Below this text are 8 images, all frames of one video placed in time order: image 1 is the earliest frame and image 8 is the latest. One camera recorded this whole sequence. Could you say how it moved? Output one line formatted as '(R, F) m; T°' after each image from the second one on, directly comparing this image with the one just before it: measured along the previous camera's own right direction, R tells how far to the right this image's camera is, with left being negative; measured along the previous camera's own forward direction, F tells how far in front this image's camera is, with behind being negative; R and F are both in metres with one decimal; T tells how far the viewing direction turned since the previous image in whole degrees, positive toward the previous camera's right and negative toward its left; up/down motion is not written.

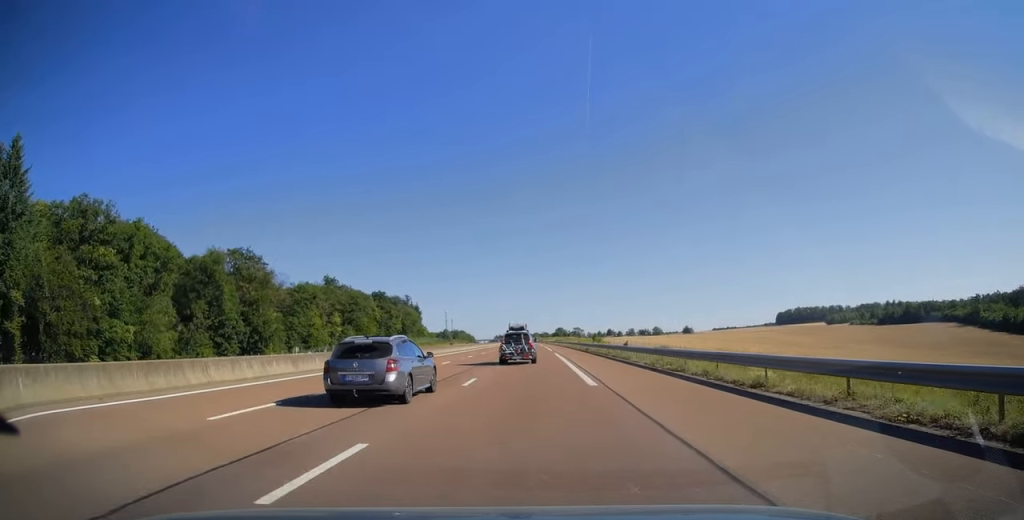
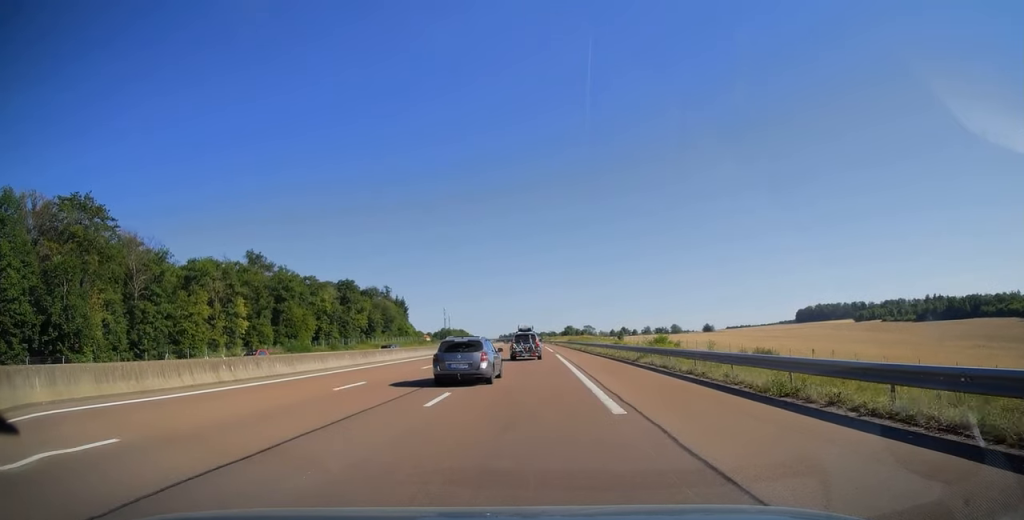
(-0.4, +57.7) m; -1°
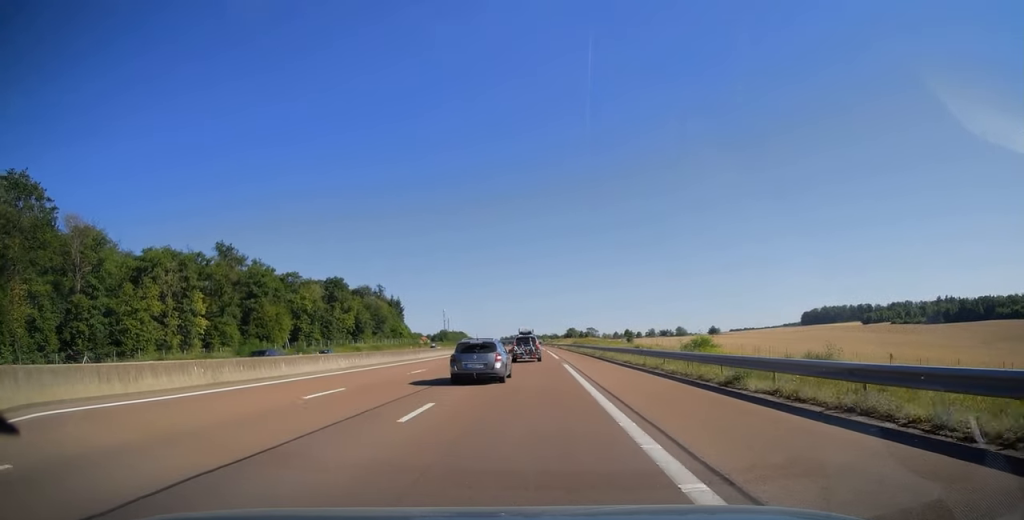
(0.0, +15.2) m; 0°
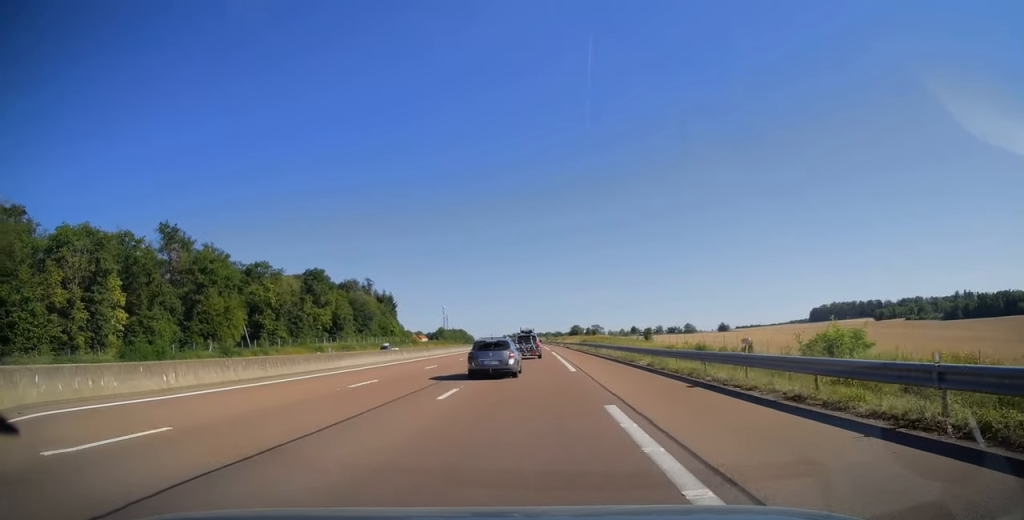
(0.0, +22.2) m; 0°
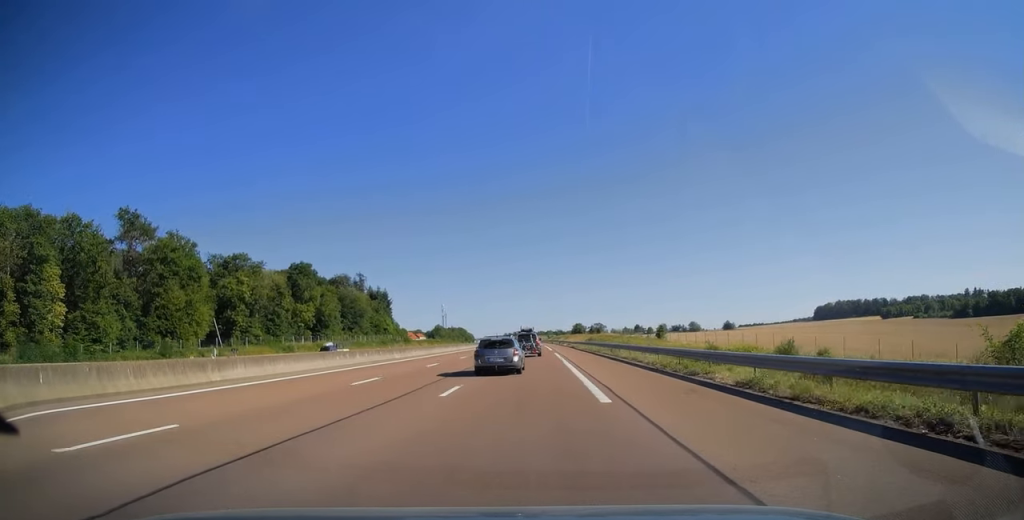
(0.0, +12.7) m; 0°
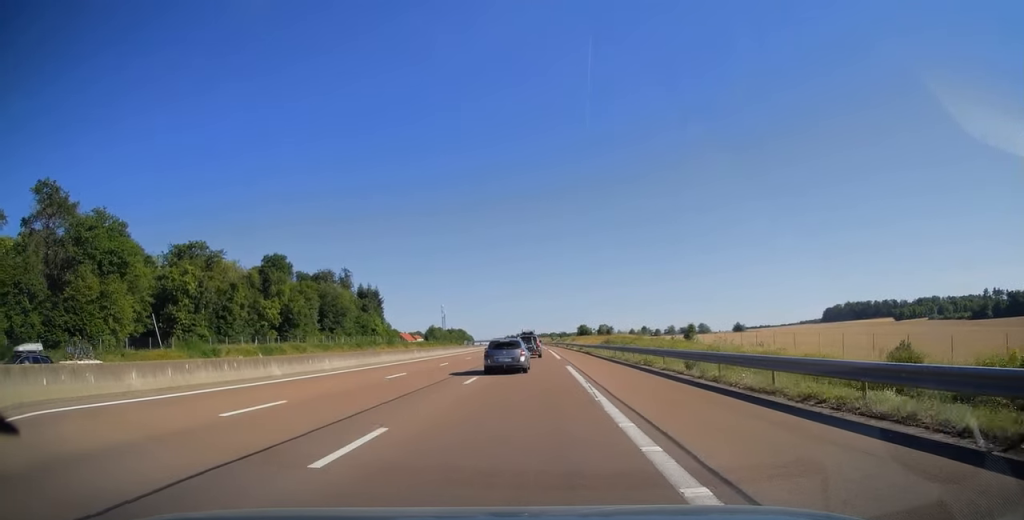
(0.0, +21.3) m; 0°
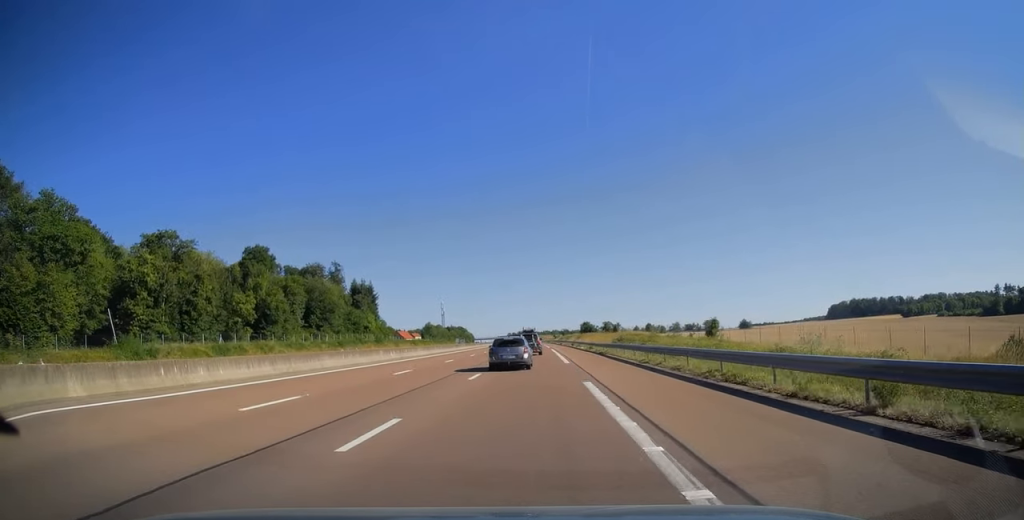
(-0.1, +12.2) m; 0°
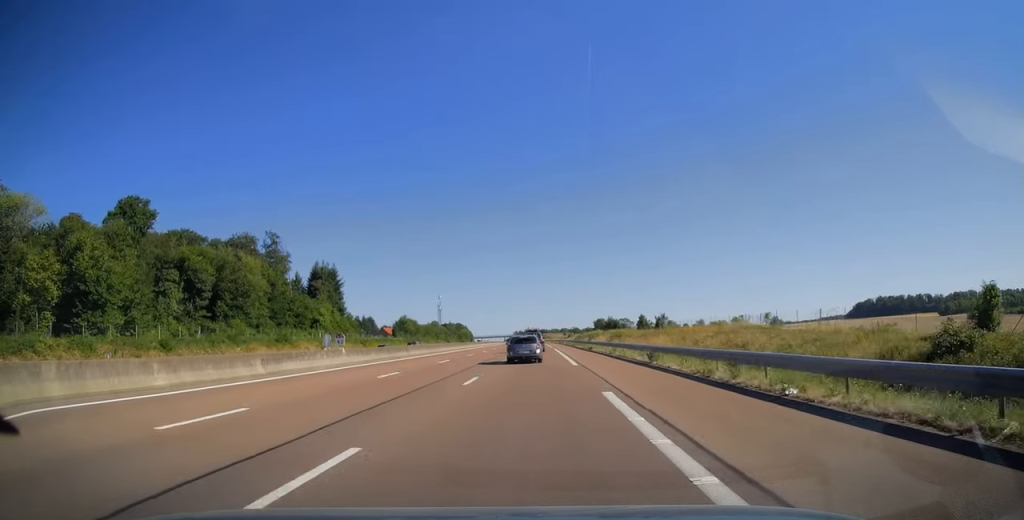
(-0.4, +55.2) m; -1°
